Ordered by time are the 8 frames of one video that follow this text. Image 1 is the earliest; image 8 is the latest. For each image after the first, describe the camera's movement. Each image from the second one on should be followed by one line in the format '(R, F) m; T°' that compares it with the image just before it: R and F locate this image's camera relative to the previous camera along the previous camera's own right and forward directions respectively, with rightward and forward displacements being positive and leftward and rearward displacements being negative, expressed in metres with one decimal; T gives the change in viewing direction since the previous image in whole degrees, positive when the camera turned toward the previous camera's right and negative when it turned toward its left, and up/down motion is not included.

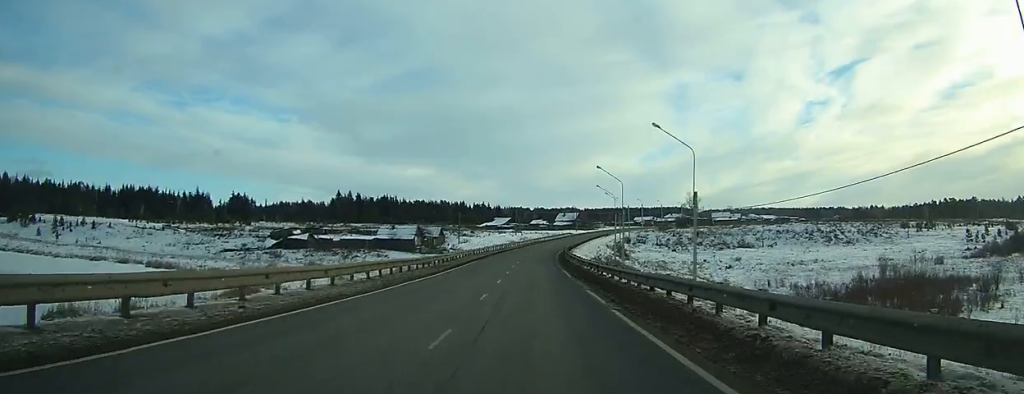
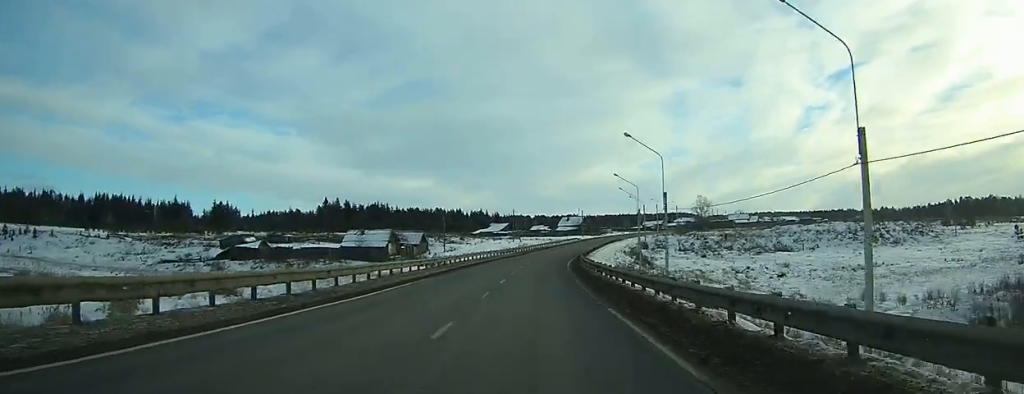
(+0.2, +22.5) m; +1°
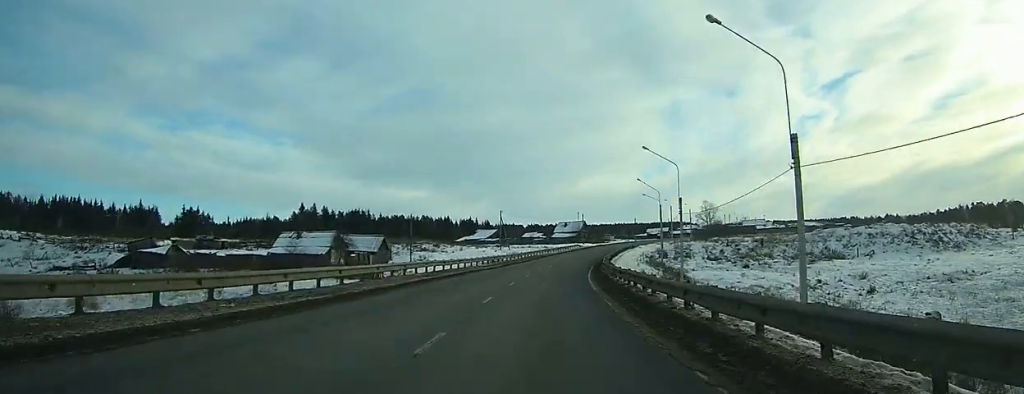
(+0.1, +25.5) m; +1°
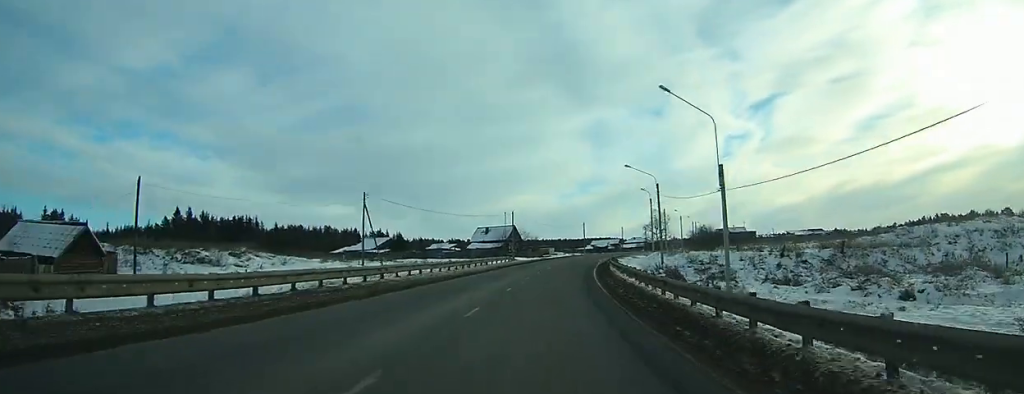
(+2.1, +53.7) m; +6°
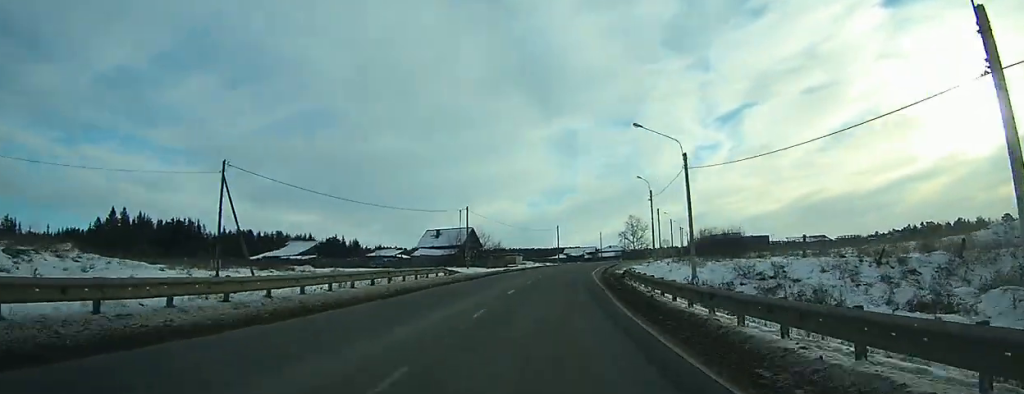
(+0.3, +23.7) m; +3°
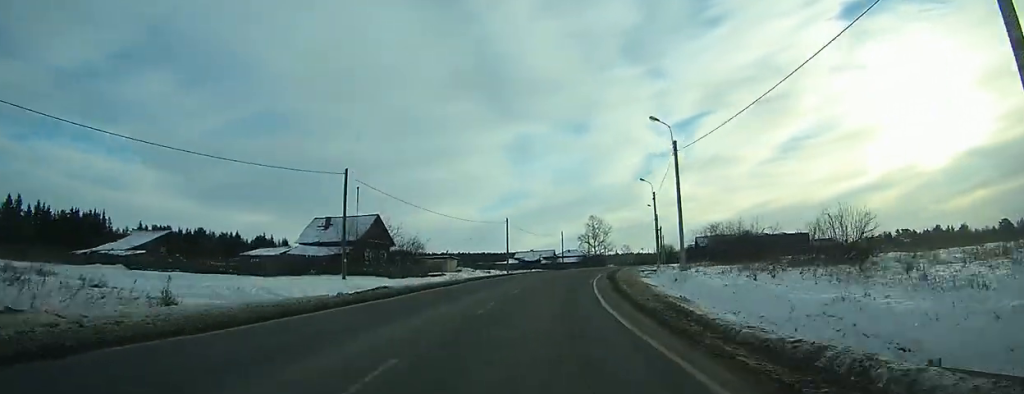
(+1.6, +30.2) m; +5°
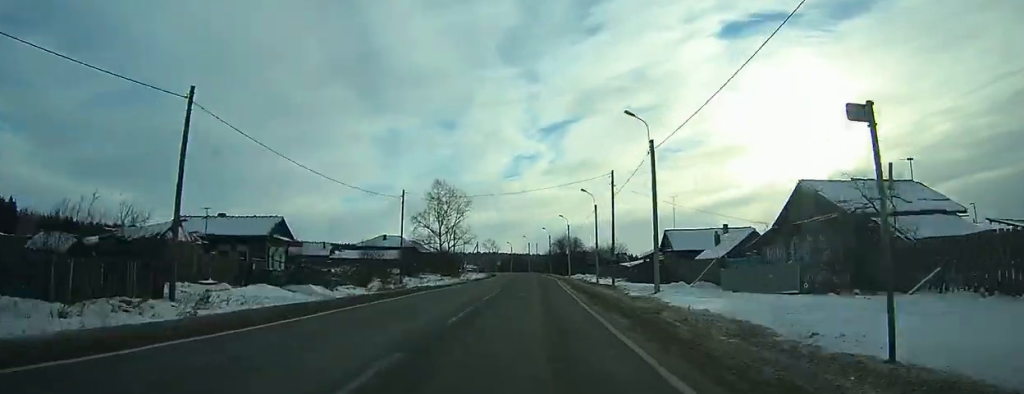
(+11.4, +90.9) m; +11°
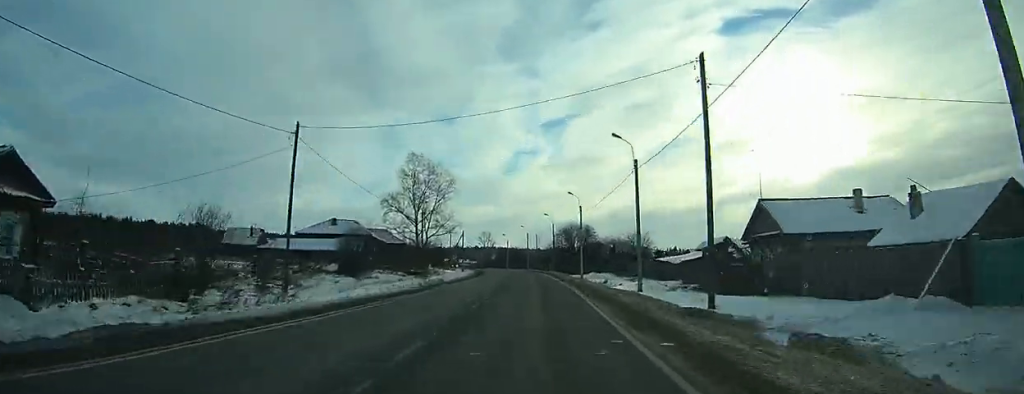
(+0.4, +27.3) m; +1°
